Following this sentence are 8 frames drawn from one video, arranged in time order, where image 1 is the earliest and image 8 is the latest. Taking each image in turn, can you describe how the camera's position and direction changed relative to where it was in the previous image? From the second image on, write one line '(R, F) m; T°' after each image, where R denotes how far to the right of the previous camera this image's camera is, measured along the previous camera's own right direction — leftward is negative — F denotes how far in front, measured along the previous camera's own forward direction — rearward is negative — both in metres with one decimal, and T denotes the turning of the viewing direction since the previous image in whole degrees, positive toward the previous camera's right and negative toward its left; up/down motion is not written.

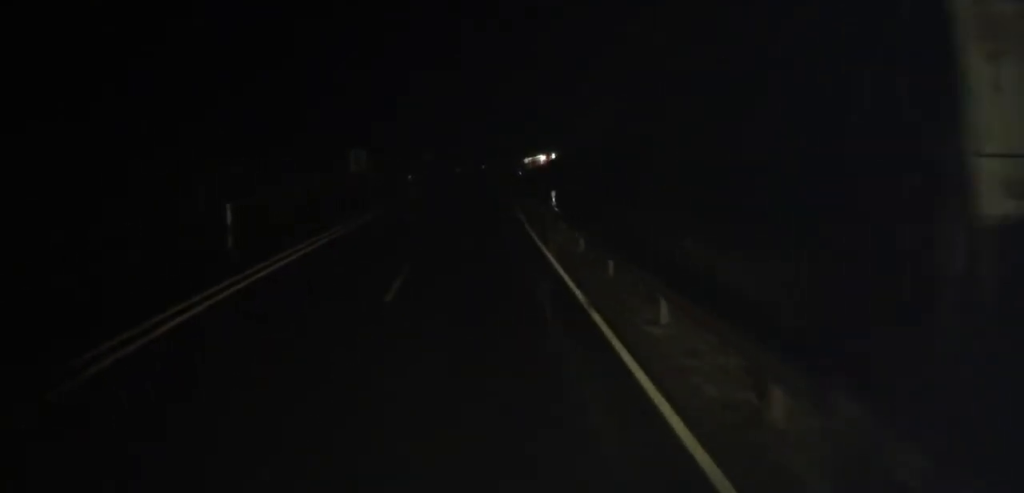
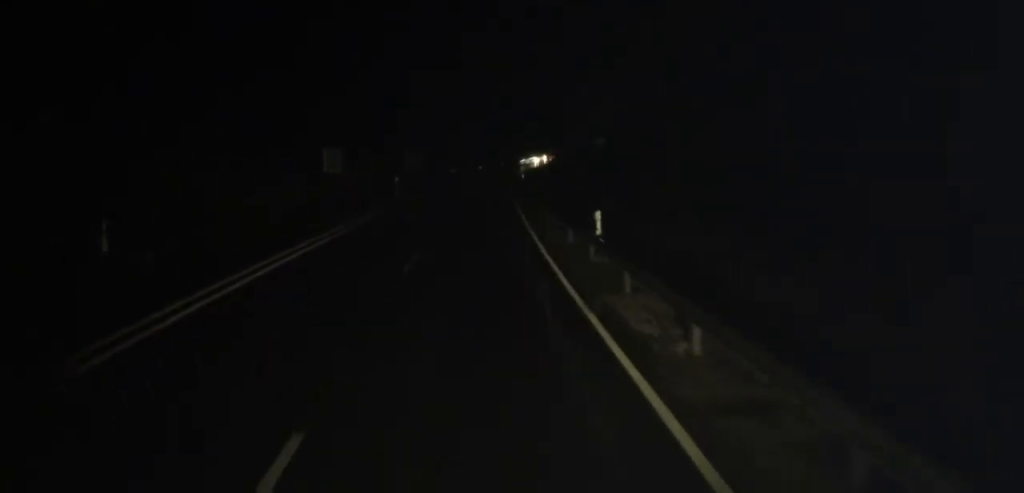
(-0.1, +9.7) m; 0°
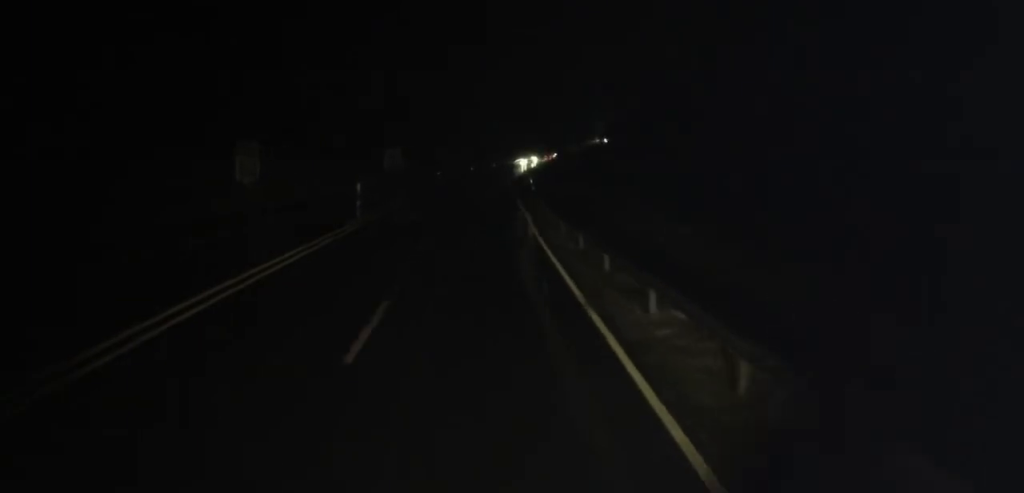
(+0.1, +17.7) m; +2°
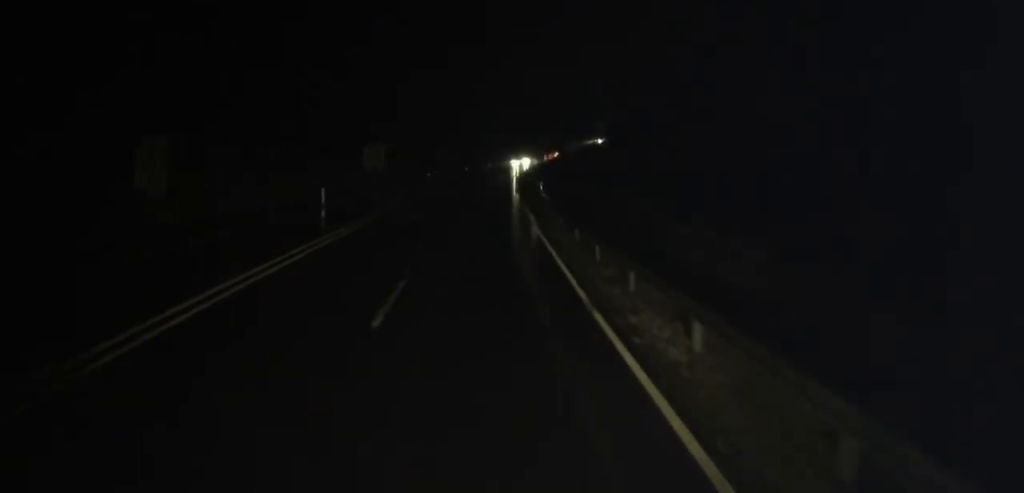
(+0.2, +10.2) m; +1°
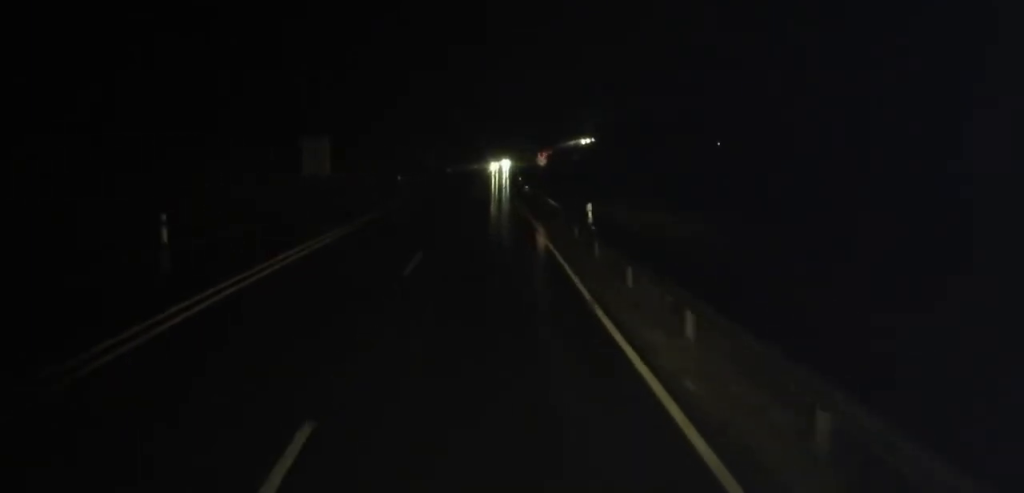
(0.0, +19.4) m; 0°
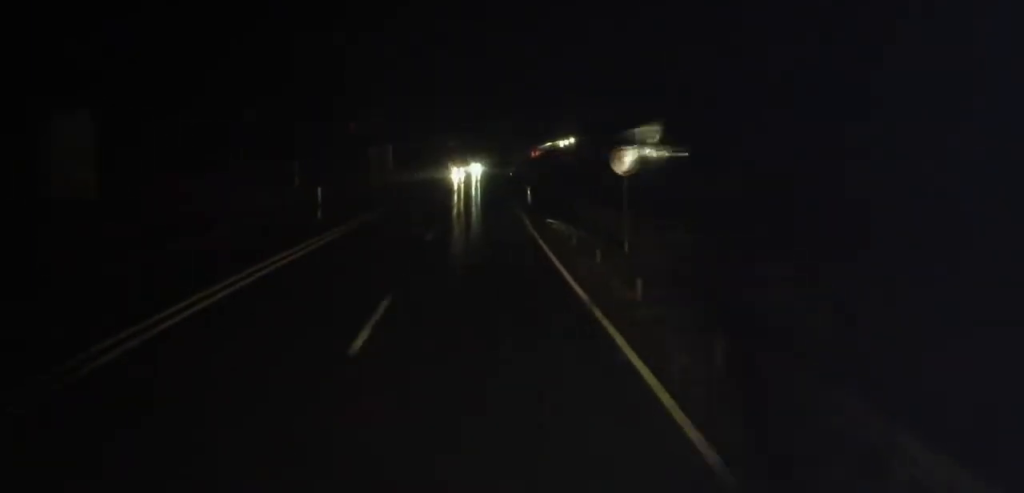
(+0.8, +29.4) m; +2°
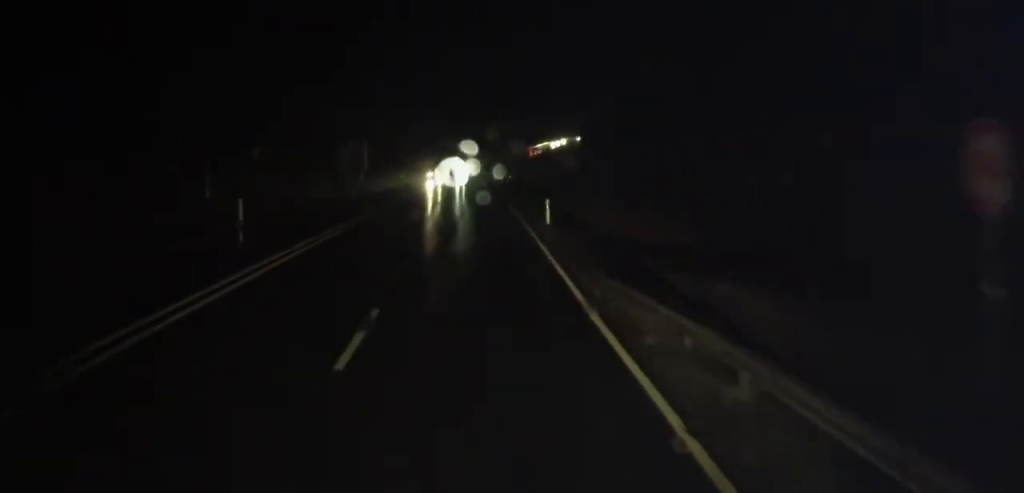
(0.0, +13.0) m; 0°
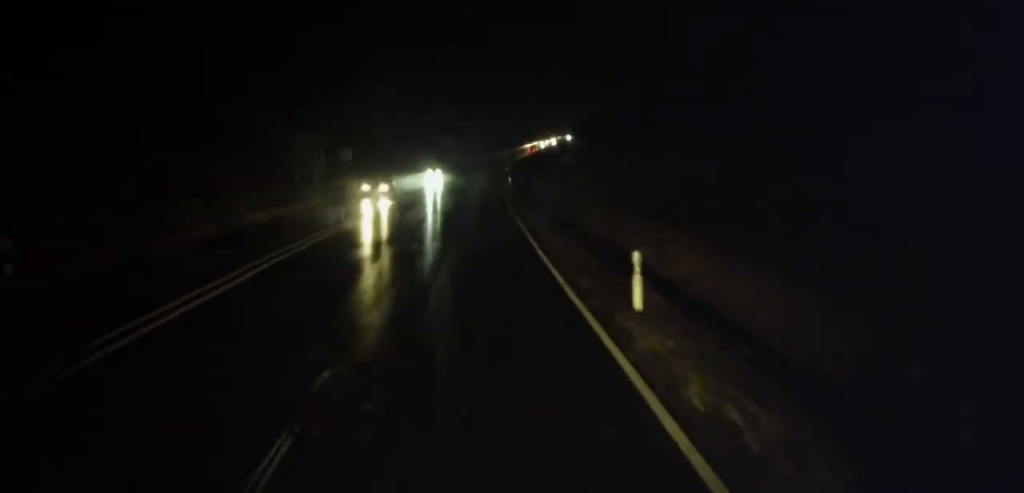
(-0.1, +15.2) m; +2°
